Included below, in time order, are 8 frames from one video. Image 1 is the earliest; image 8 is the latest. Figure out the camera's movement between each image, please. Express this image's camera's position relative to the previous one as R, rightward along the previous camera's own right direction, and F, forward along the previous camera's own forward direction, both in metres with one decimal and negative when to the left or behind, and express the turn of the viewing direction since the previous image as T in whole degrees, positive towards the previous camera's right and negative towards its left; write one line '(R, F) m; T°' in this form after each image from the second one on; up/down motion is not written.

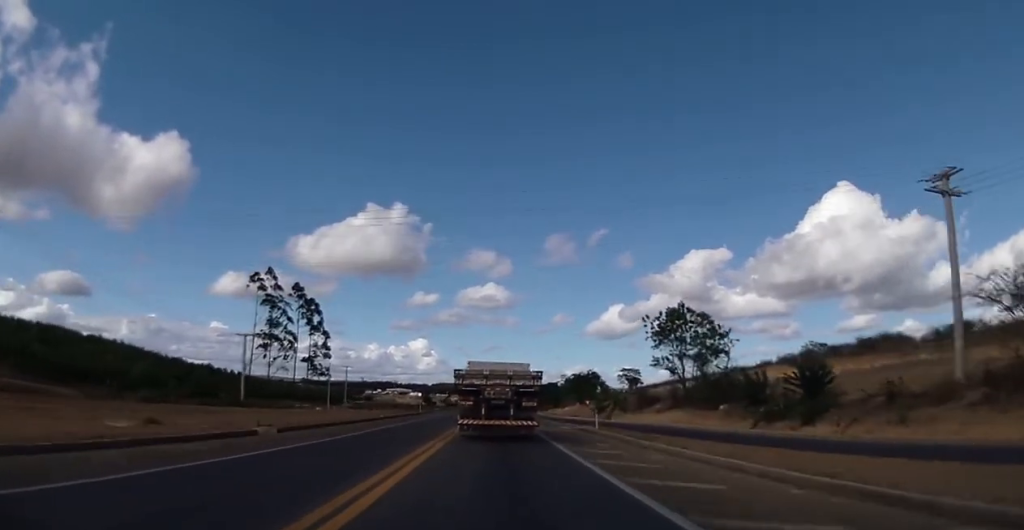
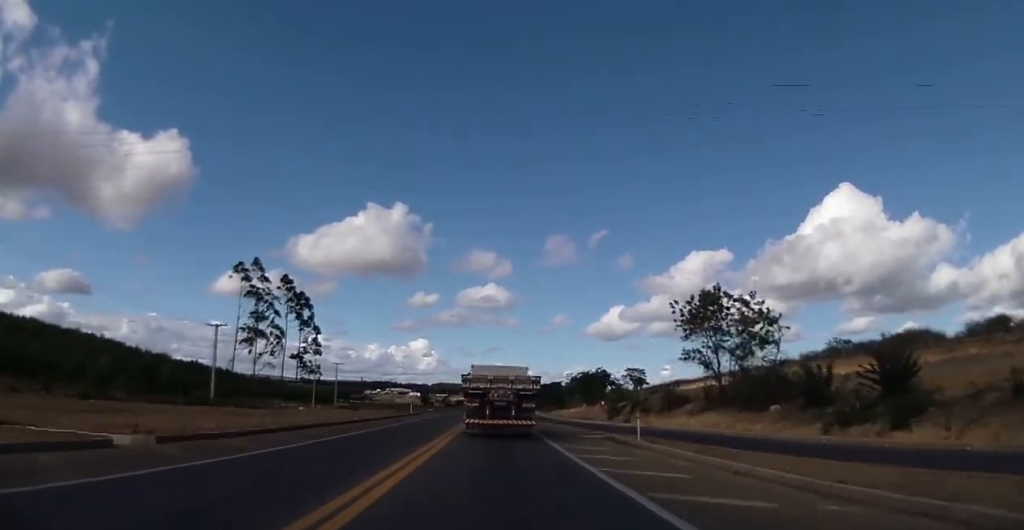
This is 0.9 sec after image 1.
(+0.4, +9.8) m; +1°
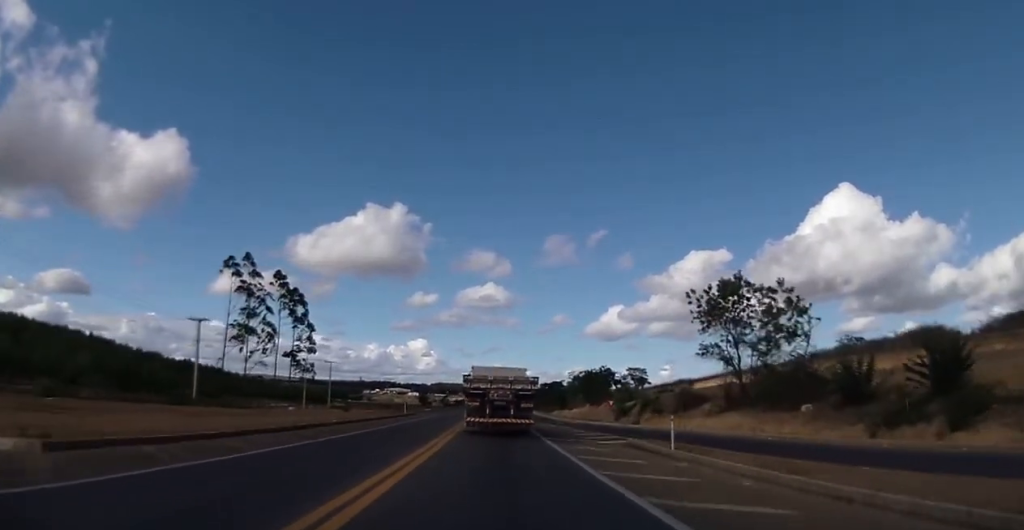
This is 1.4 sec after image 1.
(-0.1, +4.8) m; -1°
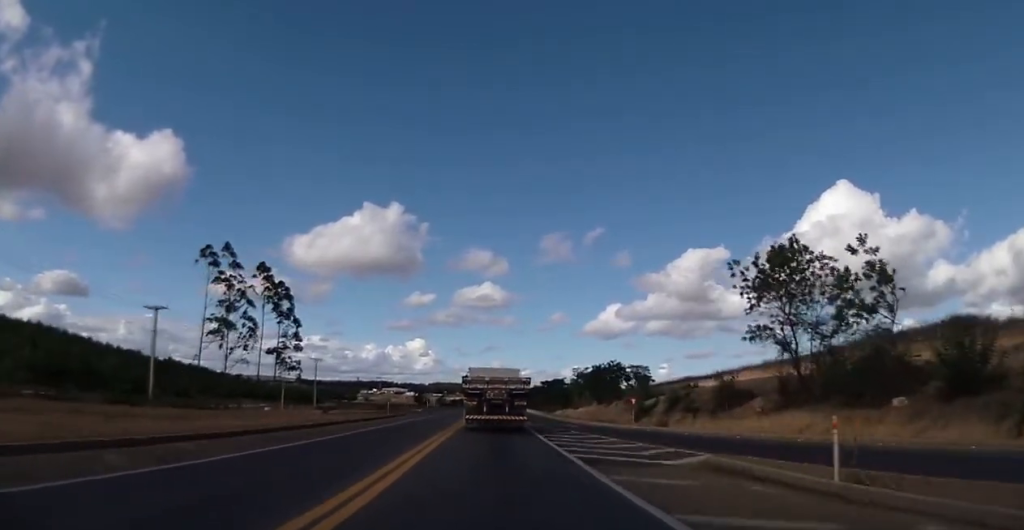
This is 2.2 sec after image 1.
(-0.1, +10.1) m; 0°
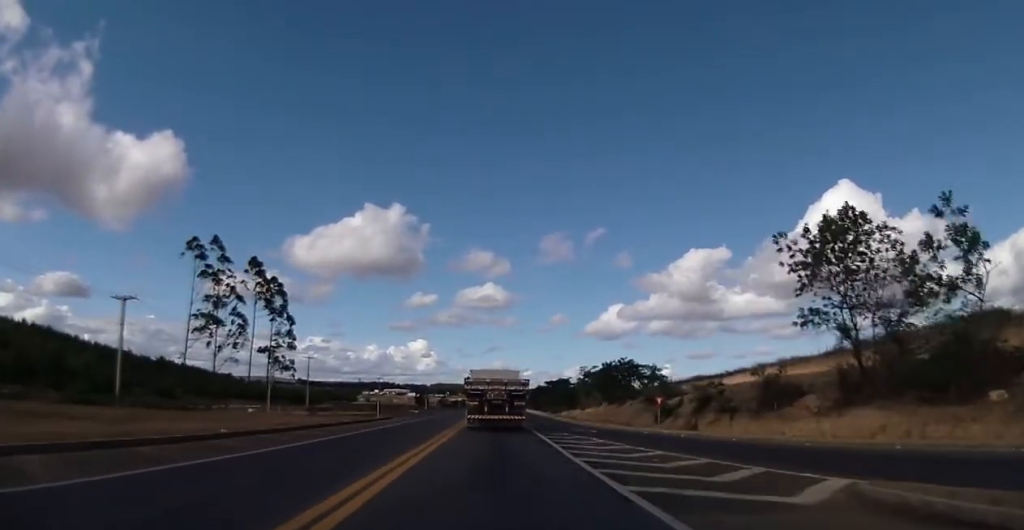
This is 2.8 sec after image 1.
(0.0, +7.0) m; 0°
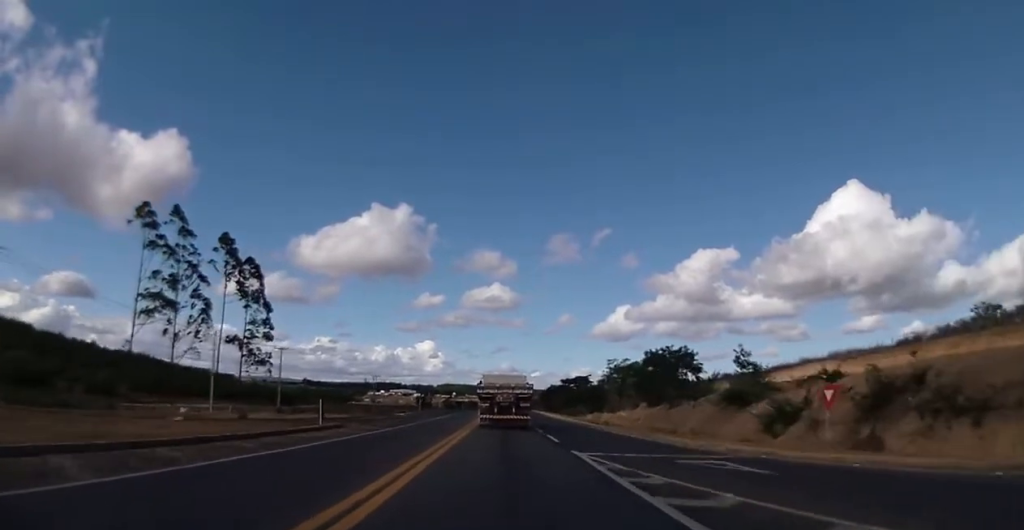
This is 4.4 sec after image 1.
(-0.1, +22.5) m; -1°
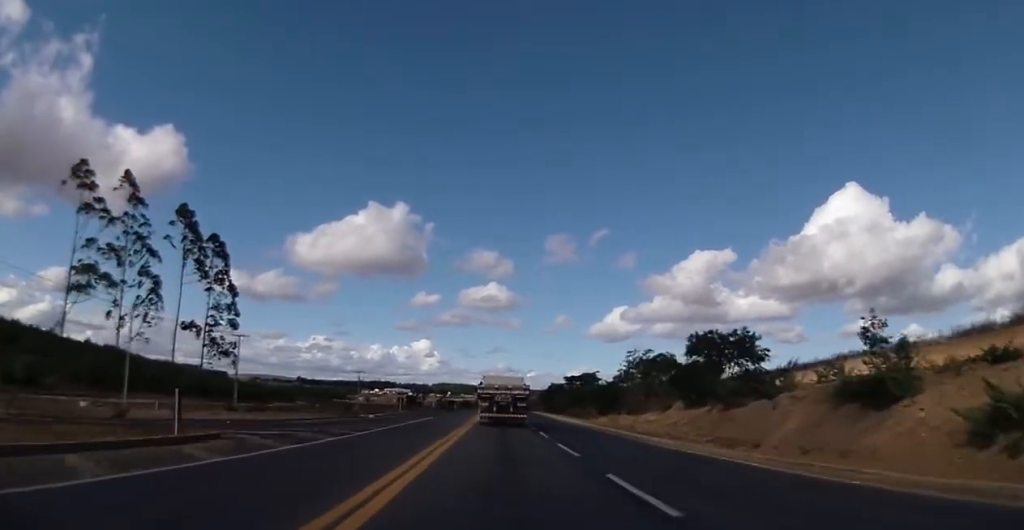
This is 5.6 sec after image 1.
(-0.1, +16.3) m; -1°
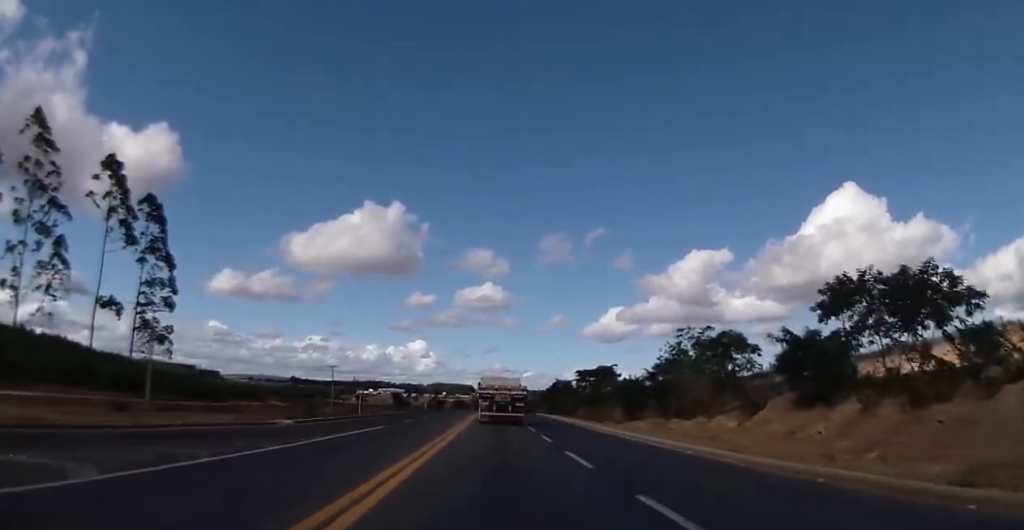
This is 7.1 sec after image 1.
(-0.1, +21.8) m; 0°
